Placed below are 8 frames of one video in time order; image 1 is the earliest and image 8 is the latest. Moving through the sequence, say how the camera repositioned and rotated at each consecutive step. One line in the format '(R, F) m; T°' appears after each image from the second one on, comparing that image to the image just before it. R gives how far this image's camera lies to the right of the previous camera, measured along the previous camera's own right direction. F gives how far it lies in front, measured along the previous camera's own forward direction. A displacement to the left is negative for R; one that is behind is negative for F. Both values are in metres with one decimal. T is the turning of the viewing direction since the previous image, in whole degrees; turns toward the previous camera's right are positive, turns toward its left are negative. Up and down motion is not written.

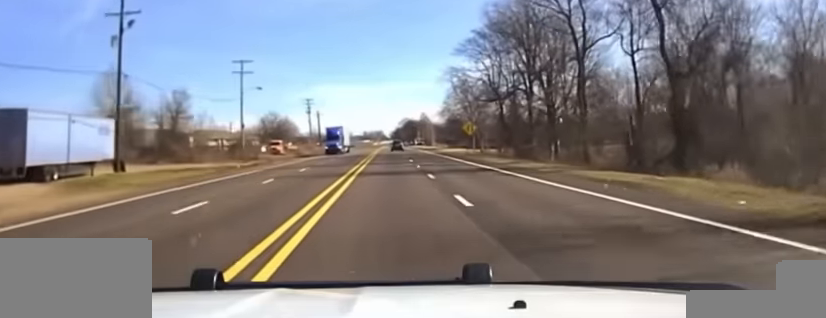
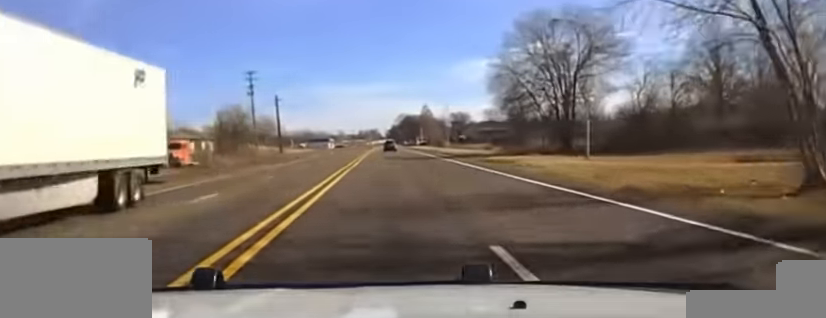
(+0.2, +64.9) m; 0°
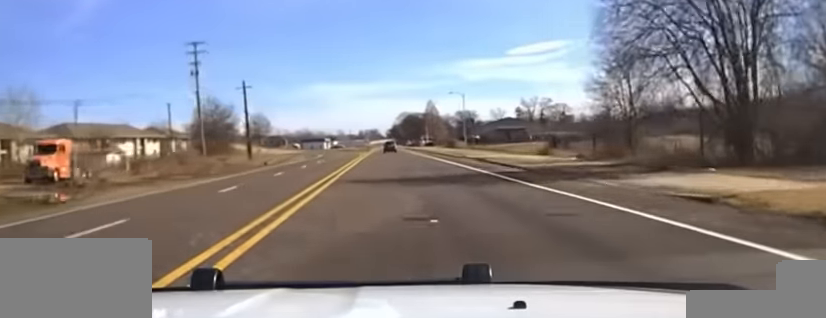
(-0.3, +30.7) m; 0°
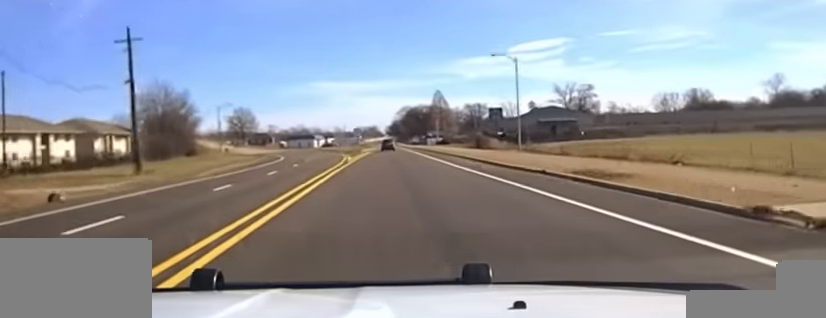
(+0.2, +47.3) m; 0°
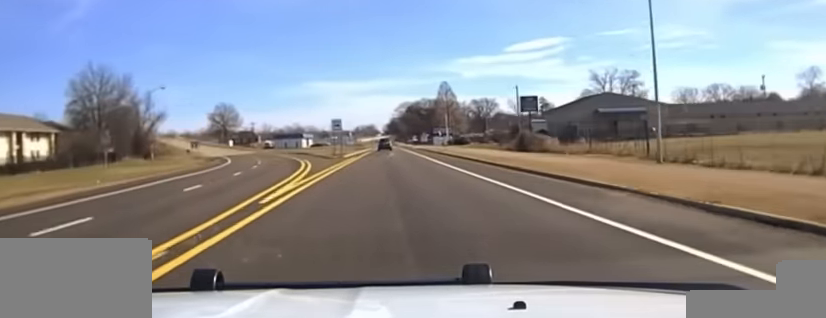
(-0.2, +38.3) m; 0°
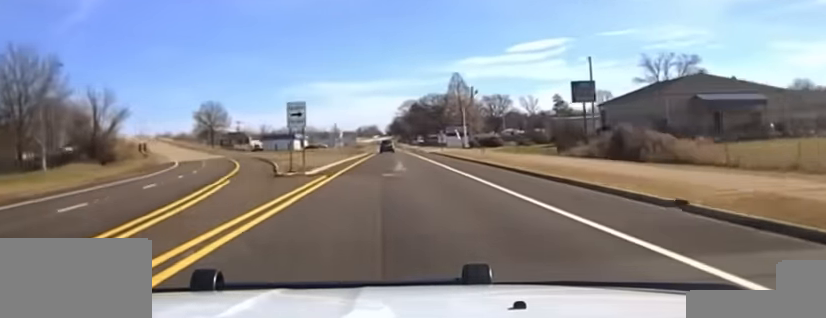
(0.0, +31.2) m; 0°
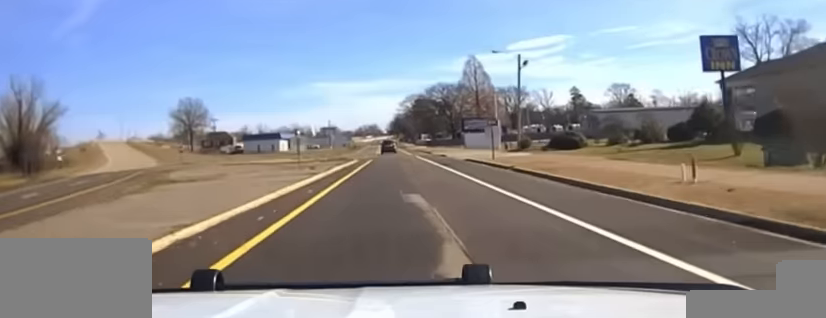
(+0.1, +38.7) m; 0°
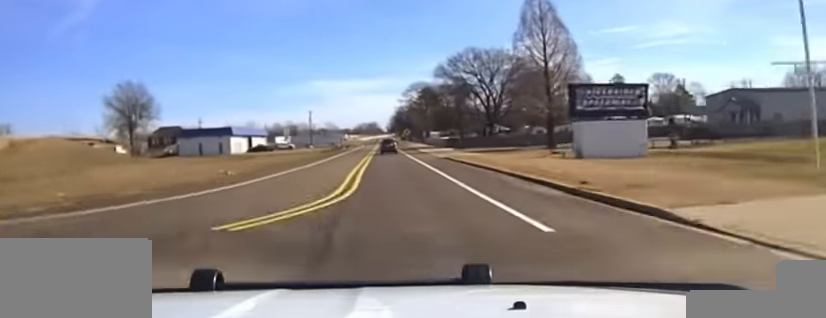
(-0.5, +73.9) m; 0°
